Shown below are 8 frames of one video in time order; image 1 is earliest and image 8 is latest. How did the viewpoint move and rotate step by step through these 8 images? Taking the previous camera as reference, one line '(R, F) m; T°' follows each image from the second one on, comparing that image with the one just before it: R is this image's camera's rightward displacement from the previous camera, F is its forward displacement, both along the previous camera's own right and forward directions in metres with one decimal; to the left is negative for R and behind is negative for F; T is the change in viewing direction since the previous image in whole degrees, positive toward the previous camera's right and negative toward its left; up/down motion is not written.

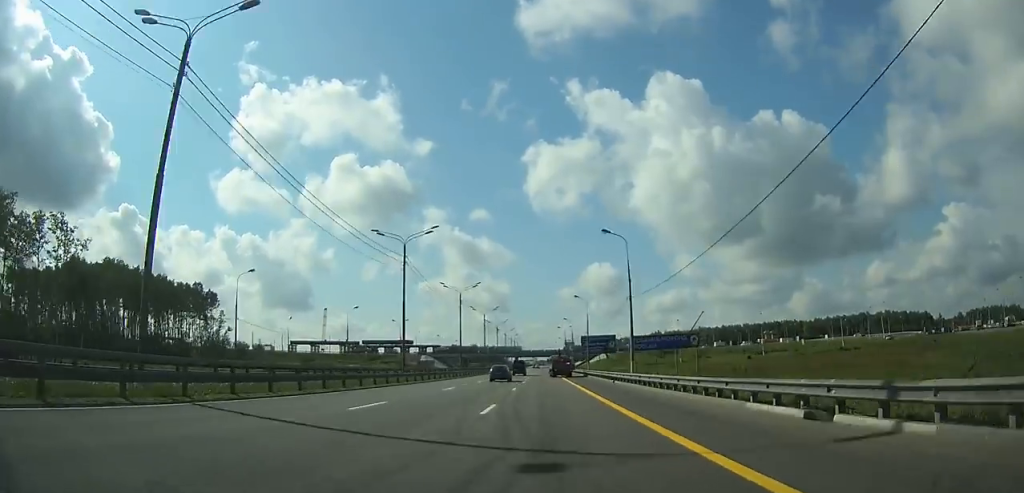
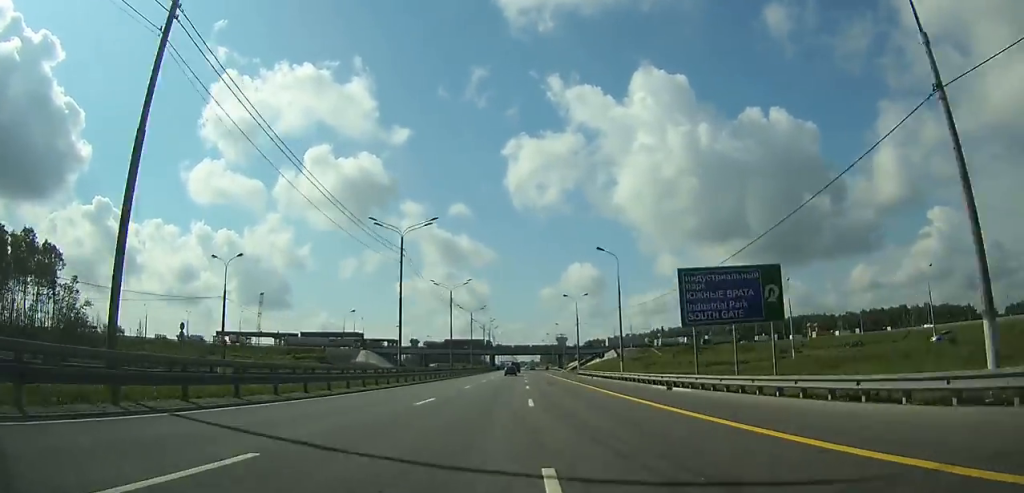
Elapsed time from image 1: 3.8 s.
(+1.1, +74.7) m; +2°
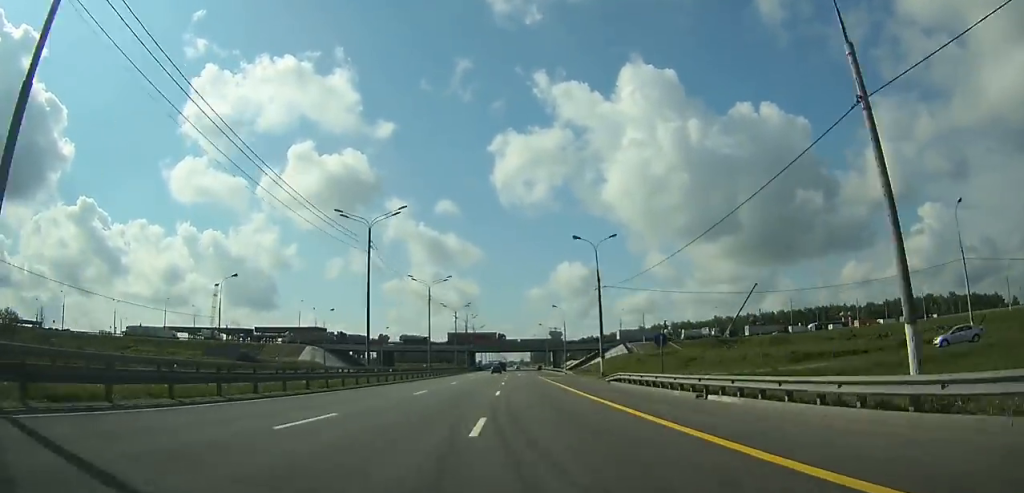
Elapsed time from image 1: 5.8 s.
(+0.2, +41.7) m; +1°
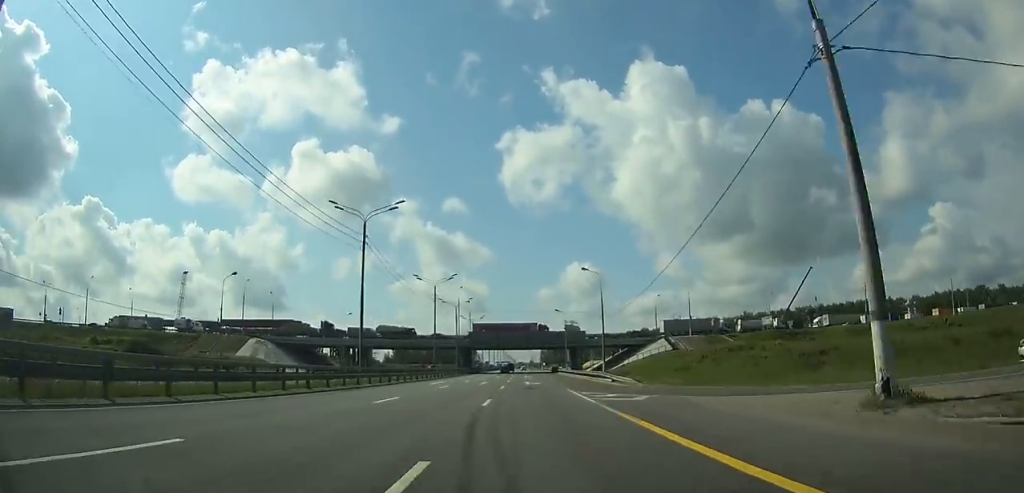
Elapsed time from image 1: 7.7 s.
(+0.4, +40.6) m; 0°
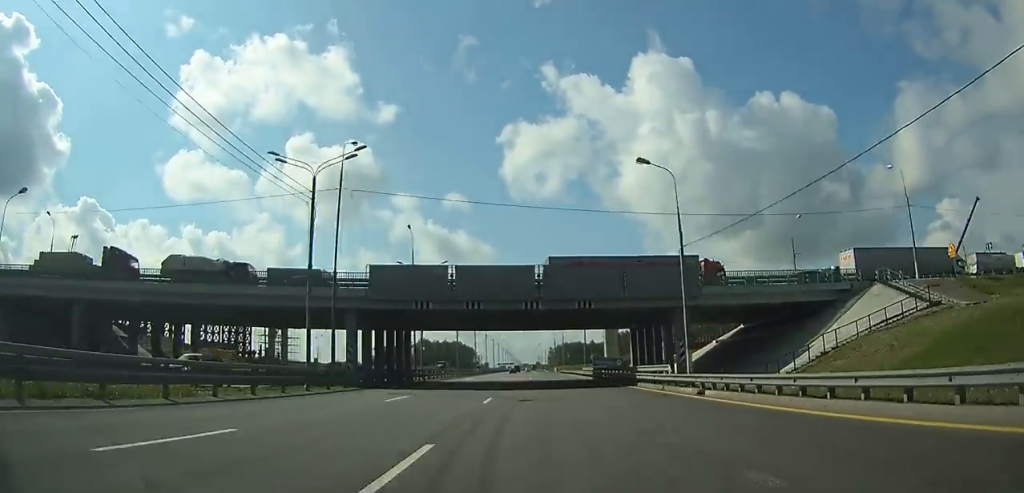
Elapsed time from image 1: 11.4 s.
(-0.4, +80.2) m; -1°
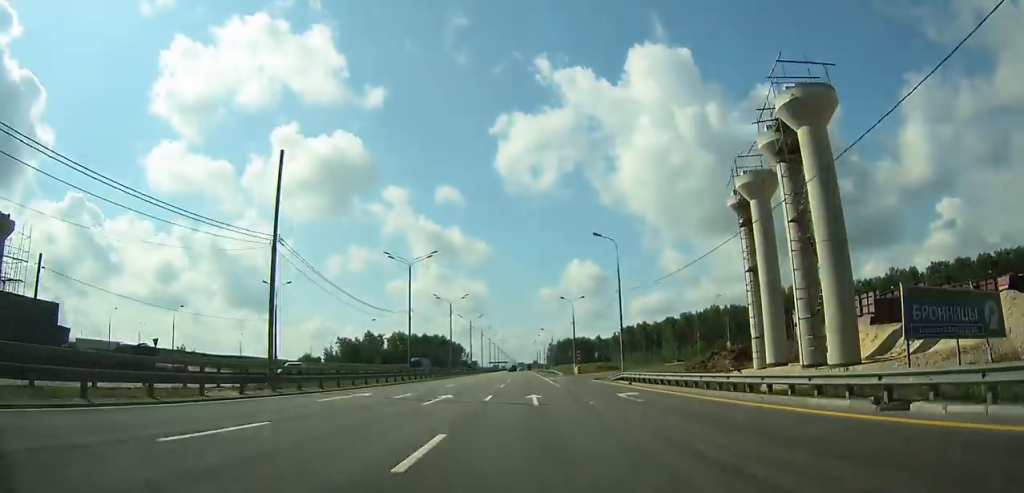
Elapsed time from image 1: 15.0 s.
(-0.2, +79.6) m; 0°
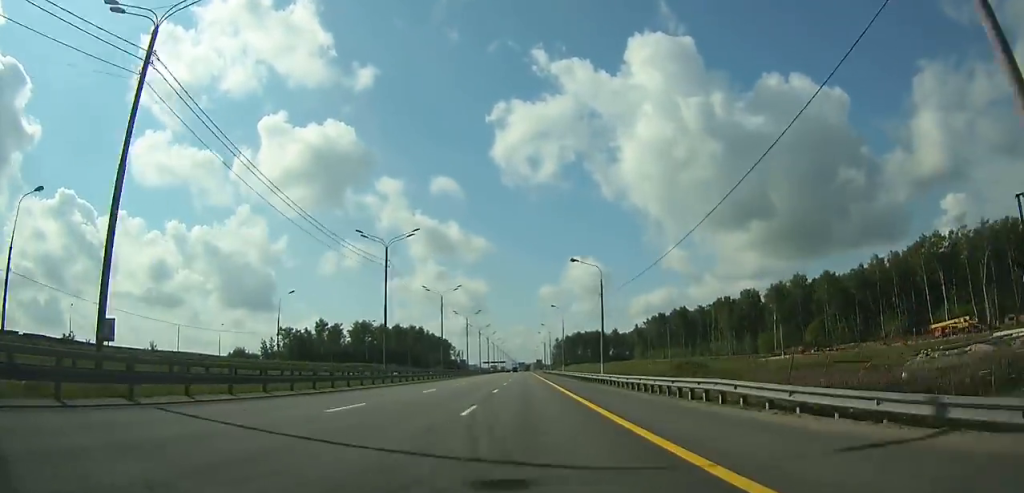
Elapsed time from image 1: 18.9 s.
(+0.1, +88.4) m; 0°
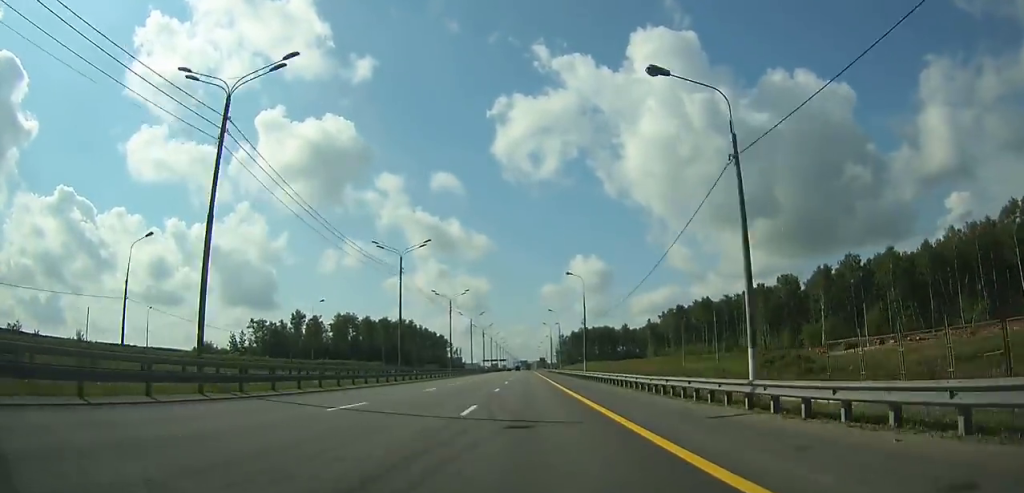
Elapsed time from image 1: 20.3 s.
(0.0, +32.2) m; 0°
